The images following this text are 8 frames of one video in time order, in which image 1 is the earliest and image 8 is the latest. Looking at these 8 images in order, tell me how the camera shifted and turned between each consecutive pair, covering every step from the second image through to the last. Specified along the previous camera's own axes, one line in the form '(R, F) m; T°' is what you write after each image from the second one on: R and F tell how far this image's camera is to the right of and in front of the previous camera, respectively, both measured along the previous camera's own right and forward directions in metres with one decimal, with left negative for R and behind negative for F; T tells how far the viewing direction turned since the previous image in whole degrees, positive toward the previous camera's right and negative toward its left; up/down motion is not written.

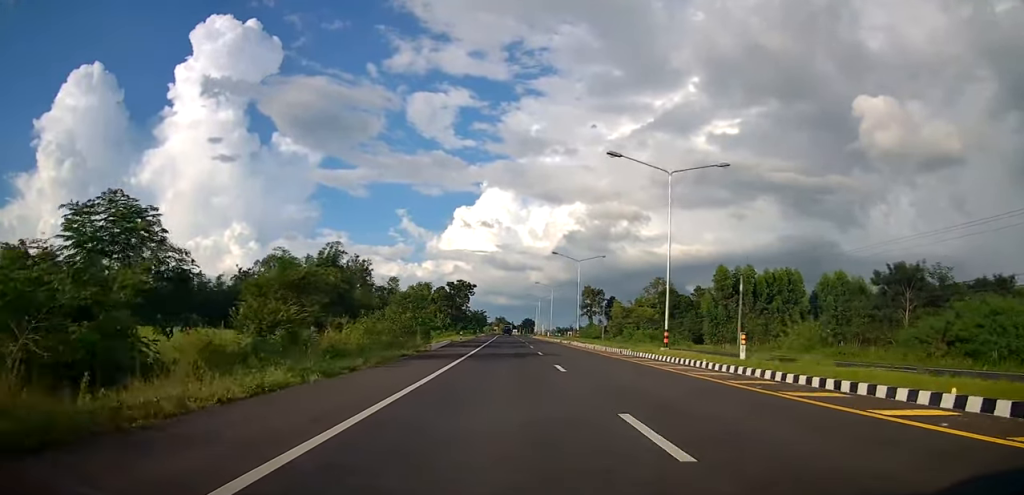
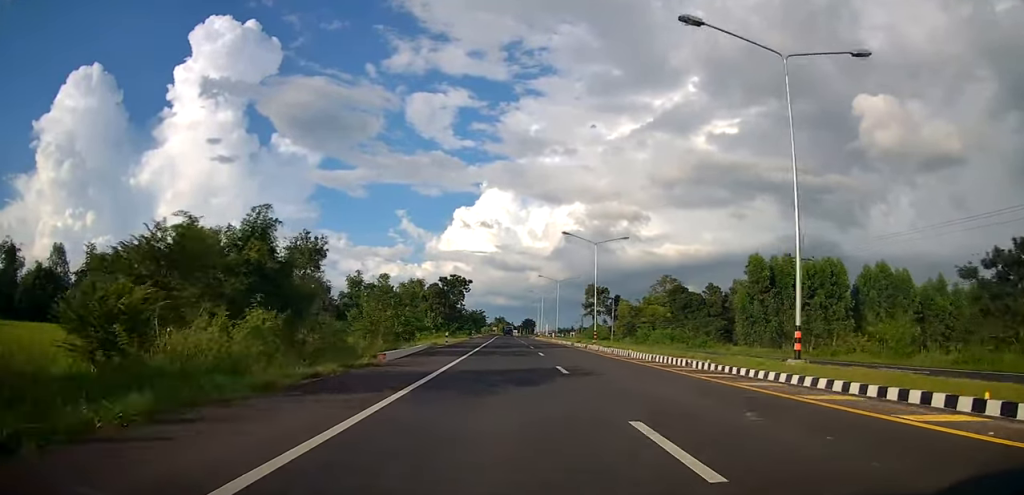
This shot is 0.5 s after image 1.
(-0.3, +12.9) m; -1°
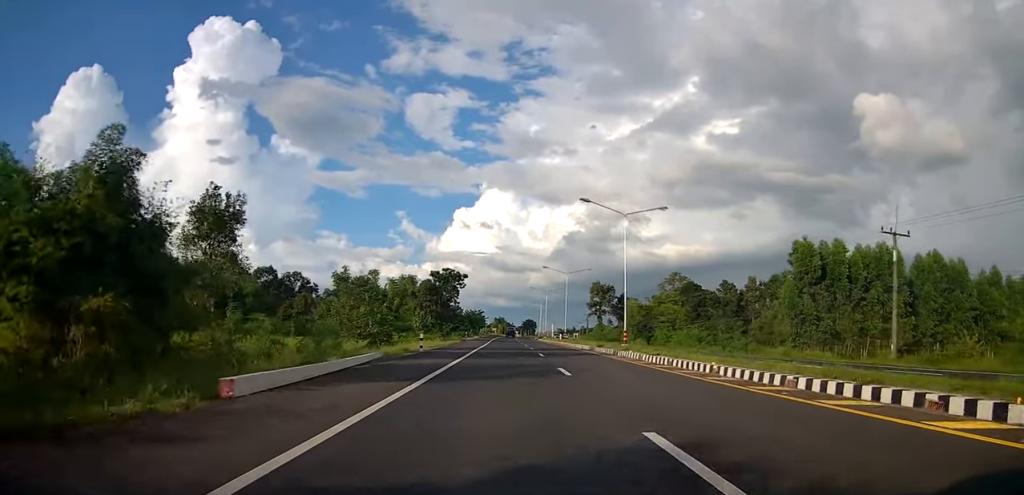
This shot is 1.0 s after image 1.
(-0.1, +12.9) m; -1°
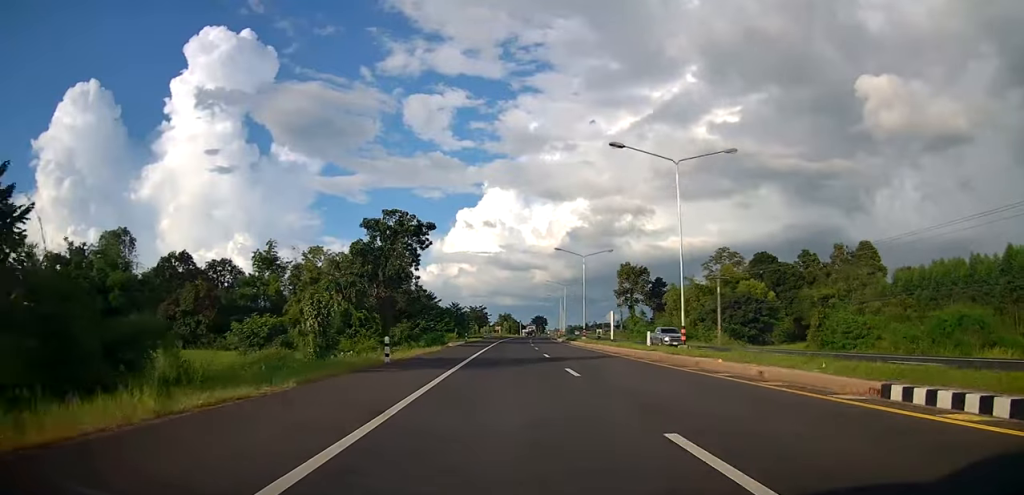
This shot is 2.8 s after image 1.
(+1.2, +48.5) m; +2°
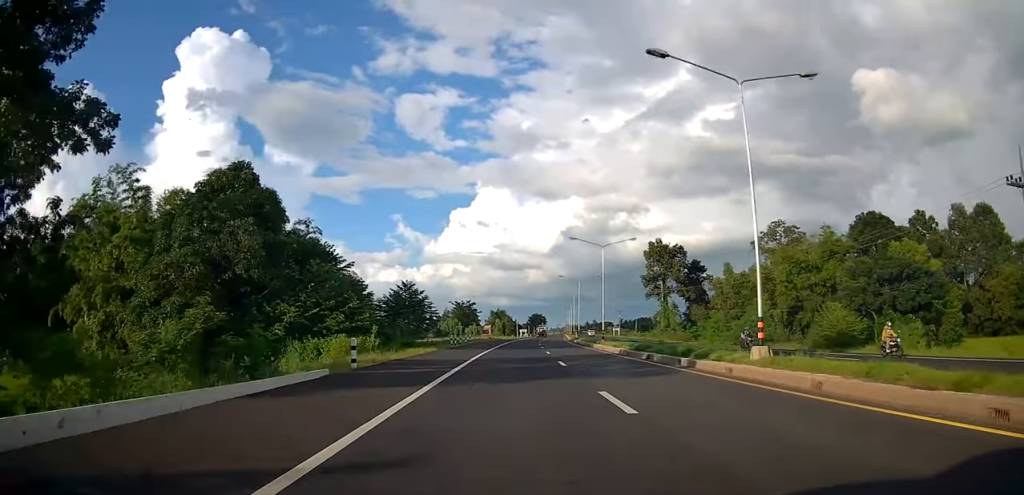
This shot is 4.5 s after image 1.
(-1.0, +43.7) m; 0°
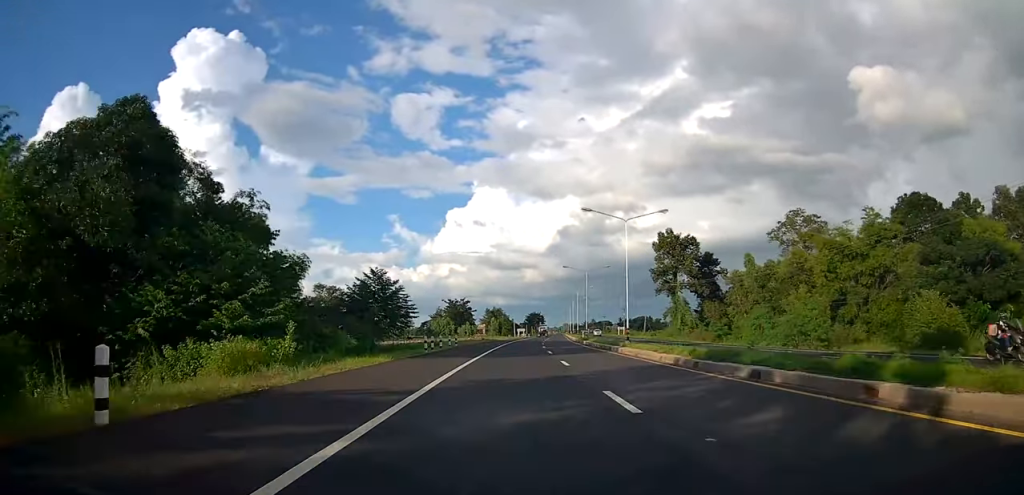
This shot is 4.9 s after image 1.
(-0.2, +12.2) m; +1°
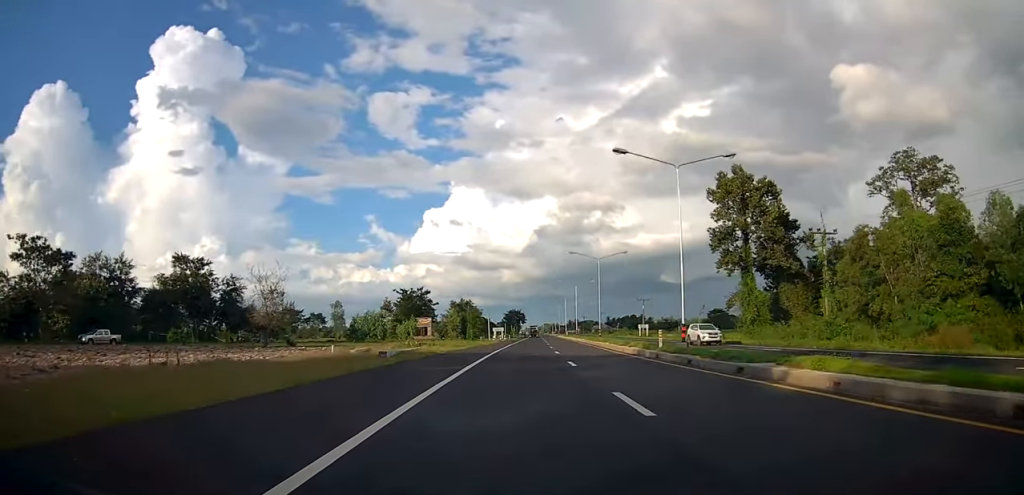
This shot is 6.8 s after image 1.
(+0.2, +48.8) m; 0°
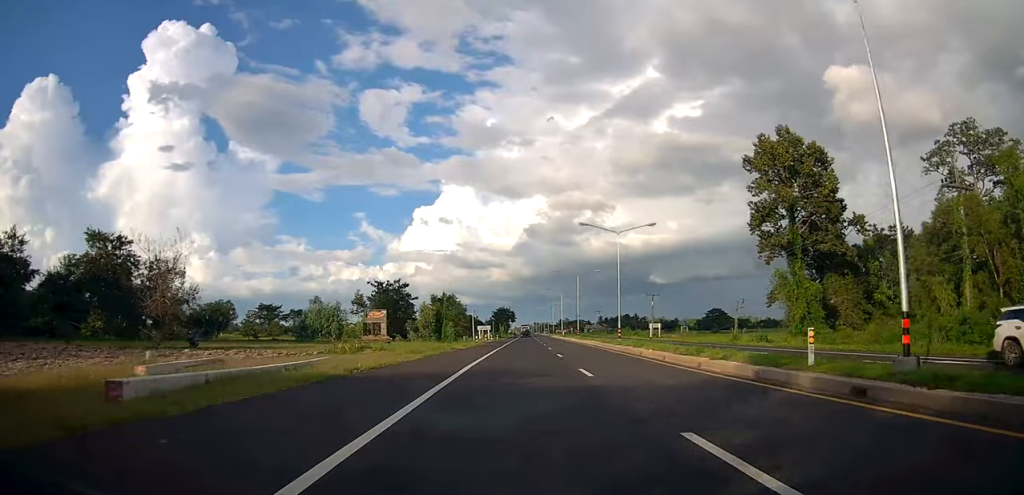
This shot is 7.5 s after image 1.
(+0.4, +16.5) m; +2°
